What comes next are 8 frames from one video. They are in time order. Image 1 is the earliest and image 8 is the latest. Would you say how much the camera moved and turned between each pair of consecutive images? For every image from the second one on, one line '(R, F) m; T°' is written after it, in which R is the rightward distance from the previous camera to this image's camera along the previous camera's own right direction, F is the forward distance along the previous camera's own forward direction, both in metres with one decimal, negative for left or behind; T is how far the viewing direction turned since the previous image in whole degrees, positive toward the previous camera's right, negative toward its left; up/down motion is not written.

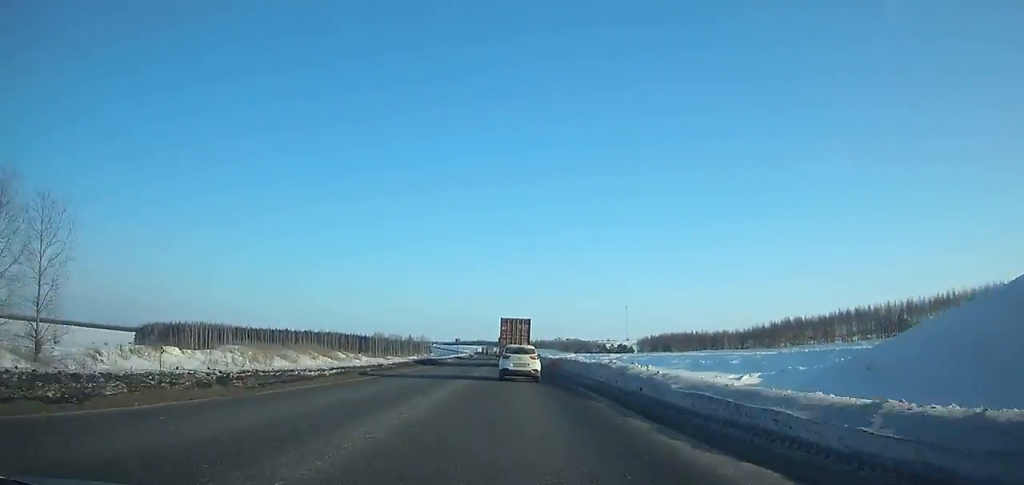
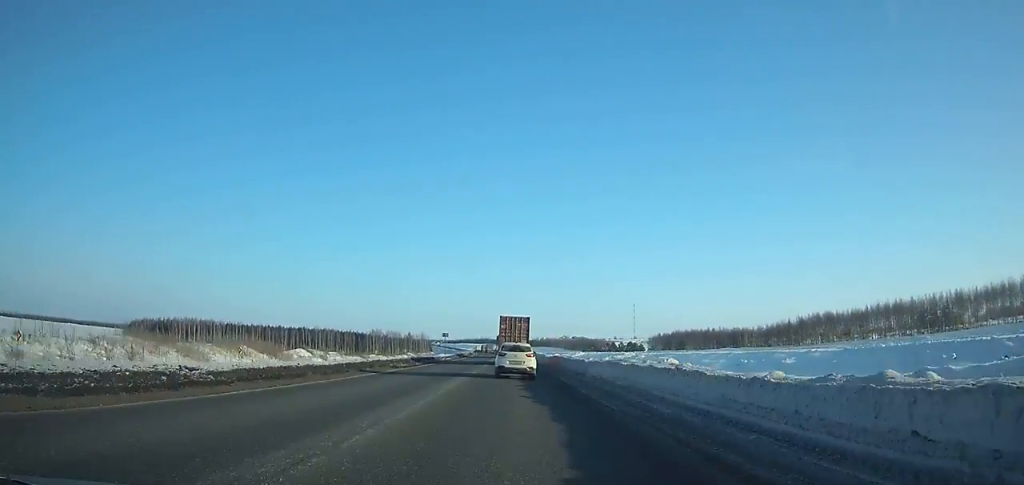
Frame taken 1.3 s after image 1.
(0.0, +24.4) m; 0°
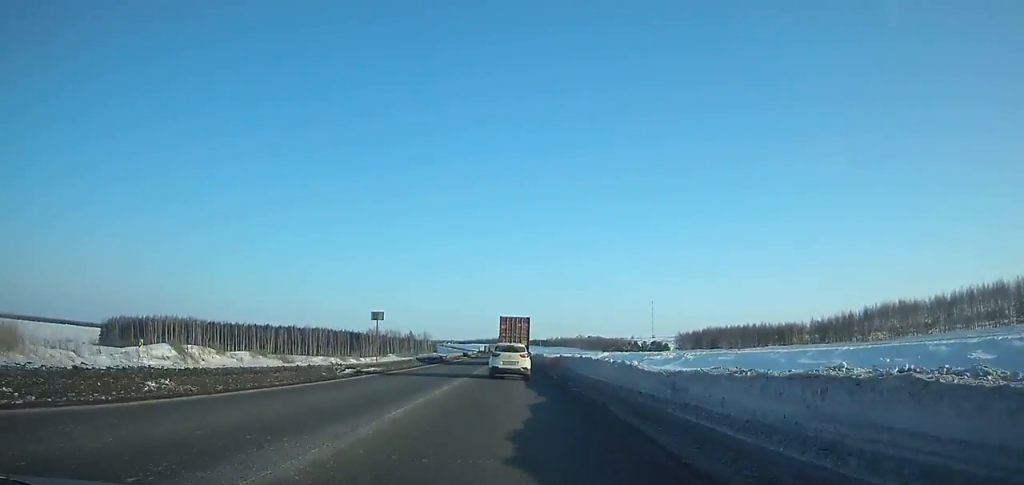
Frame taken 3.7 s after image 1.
(-0.4, +45.5) m; -1°
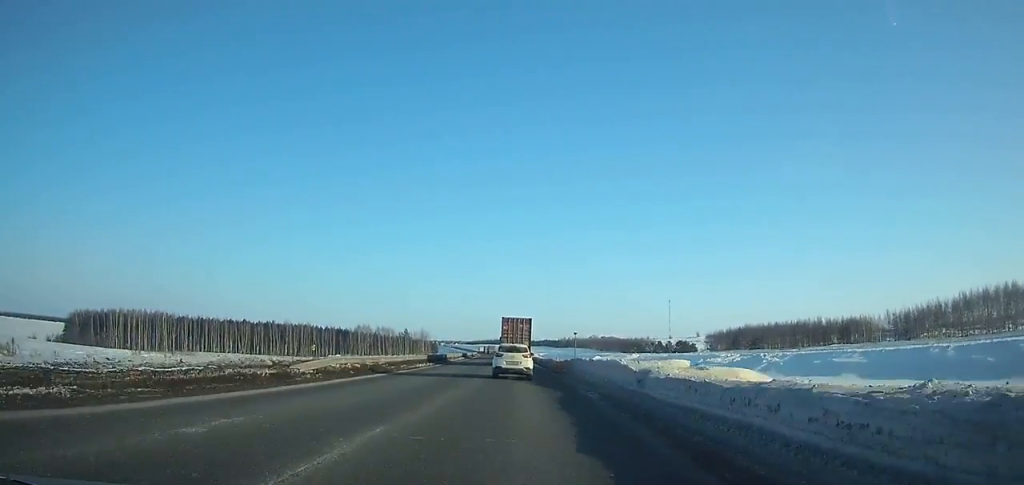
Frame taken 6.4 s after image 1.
(-0.6, +51.2) m; -1°
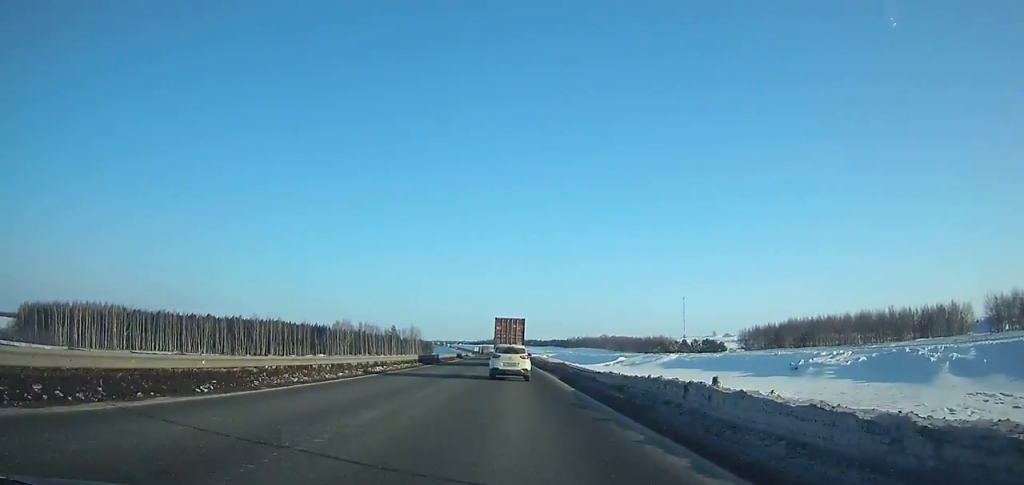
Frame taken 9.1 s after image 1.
(-0.4, +51.0) m; -1°
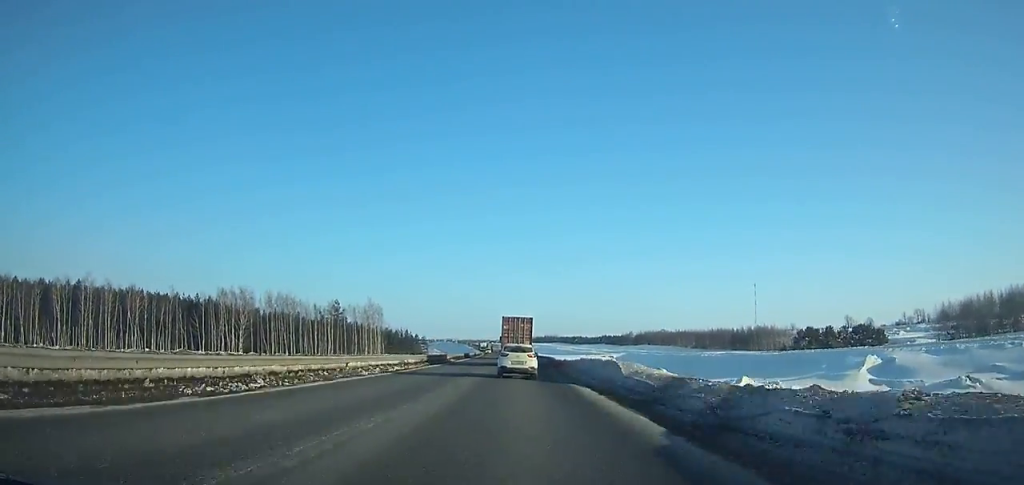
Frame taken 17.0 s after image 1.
(-4.6, +147.1) m; -4°
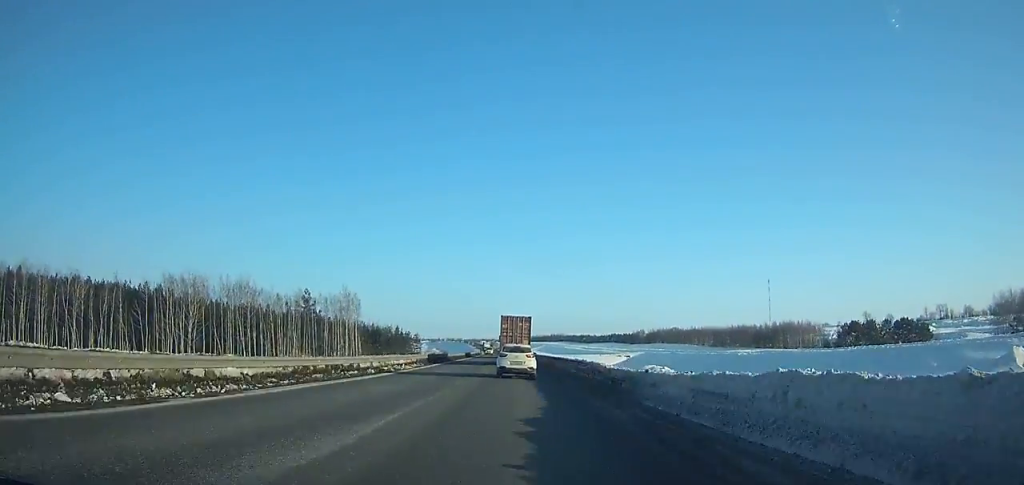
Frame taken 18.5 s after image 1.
(-0.2, +27.8) m; 0°
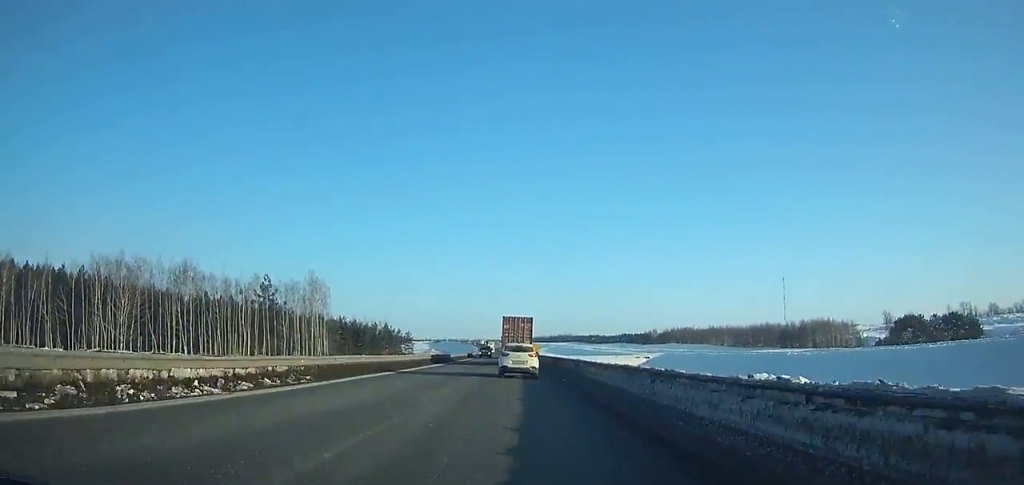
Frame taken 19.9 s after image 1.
(-0.1, +26.1) m; 0°
